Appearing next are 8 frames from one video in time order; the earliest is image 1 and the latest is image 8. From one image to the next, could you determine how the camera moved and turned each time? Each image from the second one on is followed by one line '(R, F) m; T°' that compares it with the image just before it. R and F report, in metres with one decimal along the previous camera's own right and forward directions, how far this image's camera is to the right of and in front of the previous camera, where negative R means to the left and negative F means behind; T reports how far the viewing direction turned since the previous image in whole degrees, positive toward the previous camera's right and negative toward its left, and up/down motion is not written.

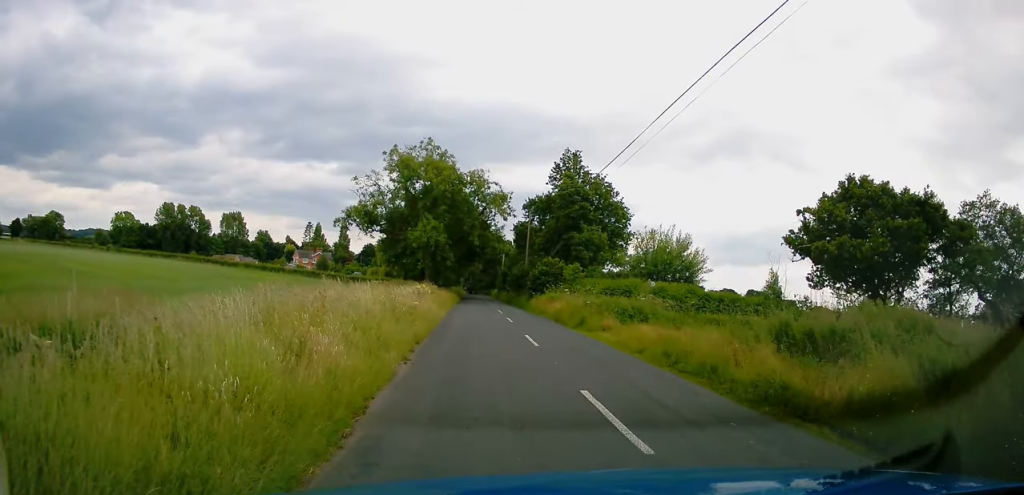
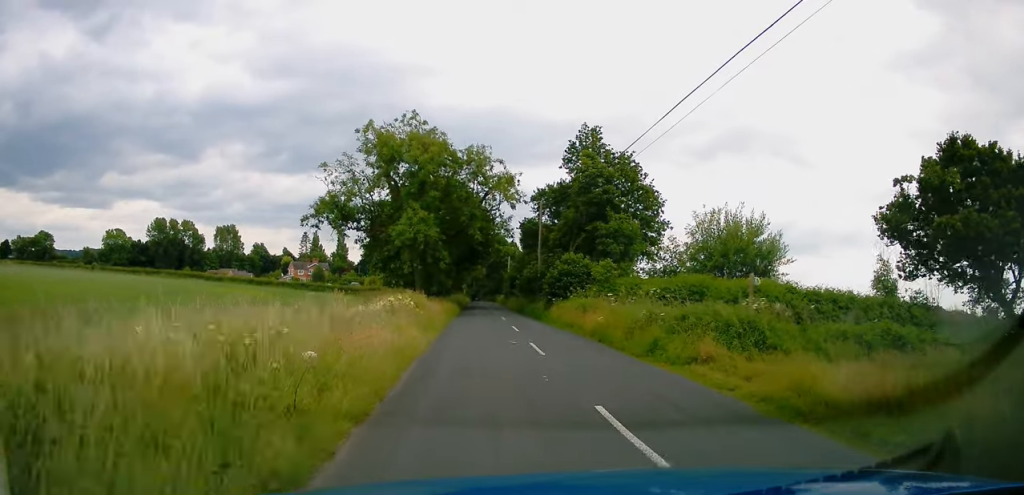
(+0.1, +9.6) m; +1°
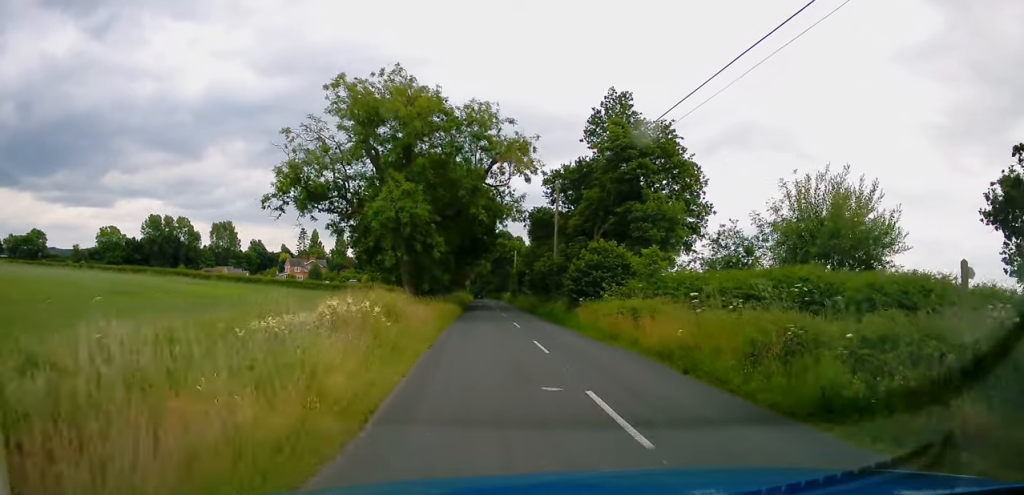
(0.0, +8.1) m; 0°
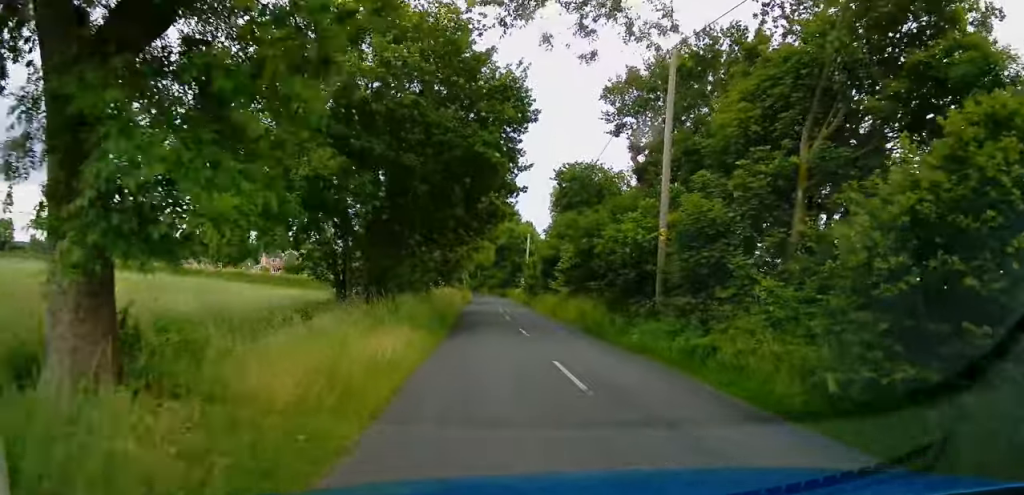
(-0.3, +24.3) m; -1°
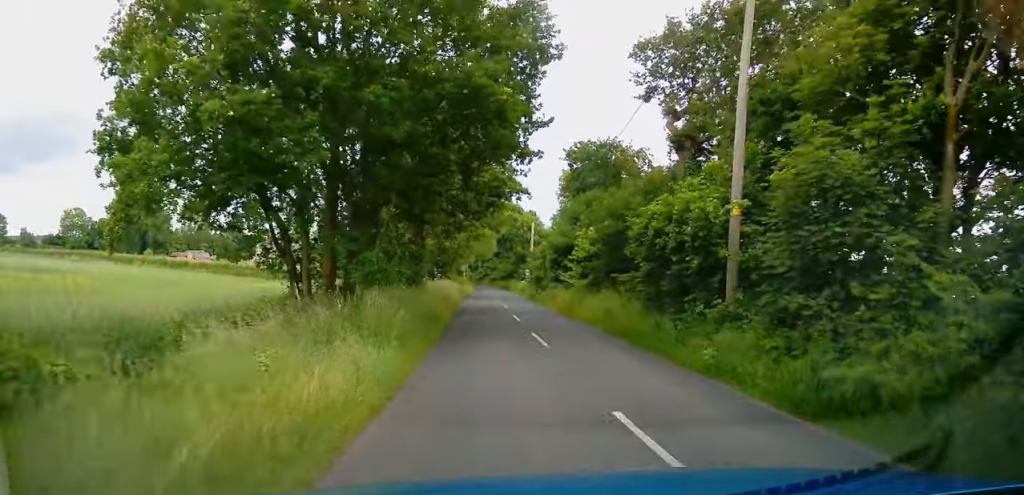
(-0.1, +5.1) m; 0°
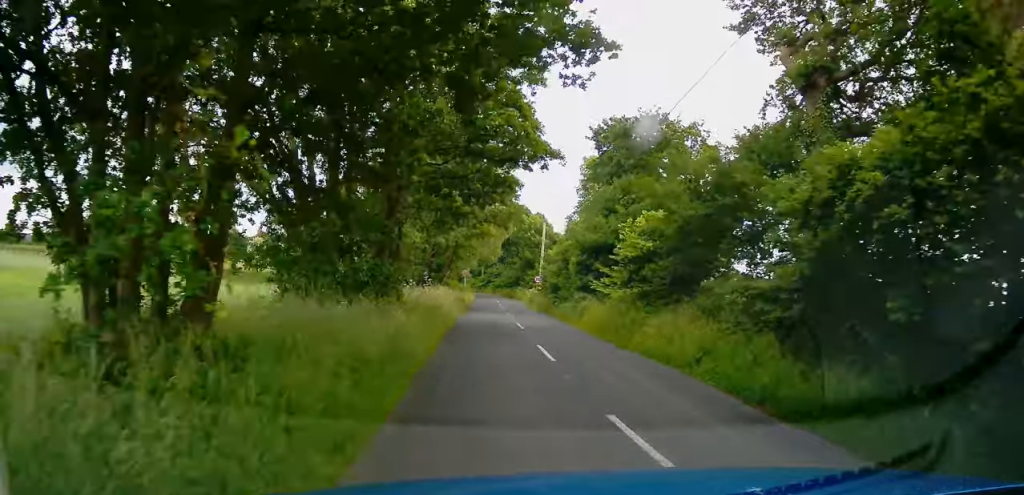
(+0.2, +8.7) m; +1°
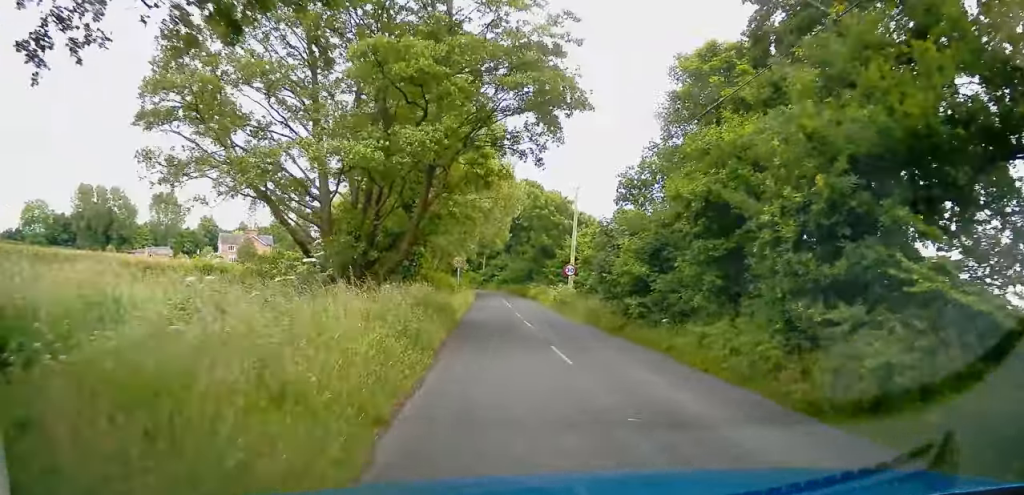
(+0.1, +20.4) m; 0°
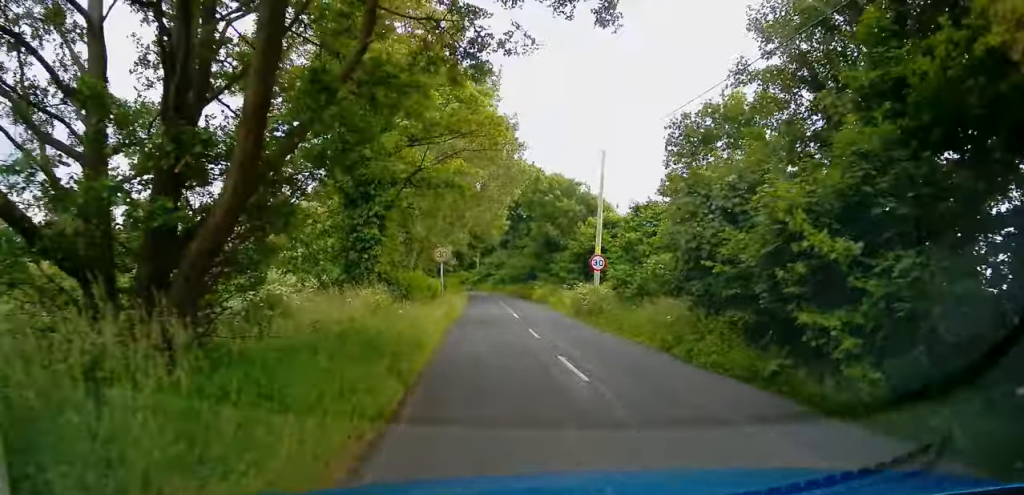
(-0.1, +10.9) m; 0°
